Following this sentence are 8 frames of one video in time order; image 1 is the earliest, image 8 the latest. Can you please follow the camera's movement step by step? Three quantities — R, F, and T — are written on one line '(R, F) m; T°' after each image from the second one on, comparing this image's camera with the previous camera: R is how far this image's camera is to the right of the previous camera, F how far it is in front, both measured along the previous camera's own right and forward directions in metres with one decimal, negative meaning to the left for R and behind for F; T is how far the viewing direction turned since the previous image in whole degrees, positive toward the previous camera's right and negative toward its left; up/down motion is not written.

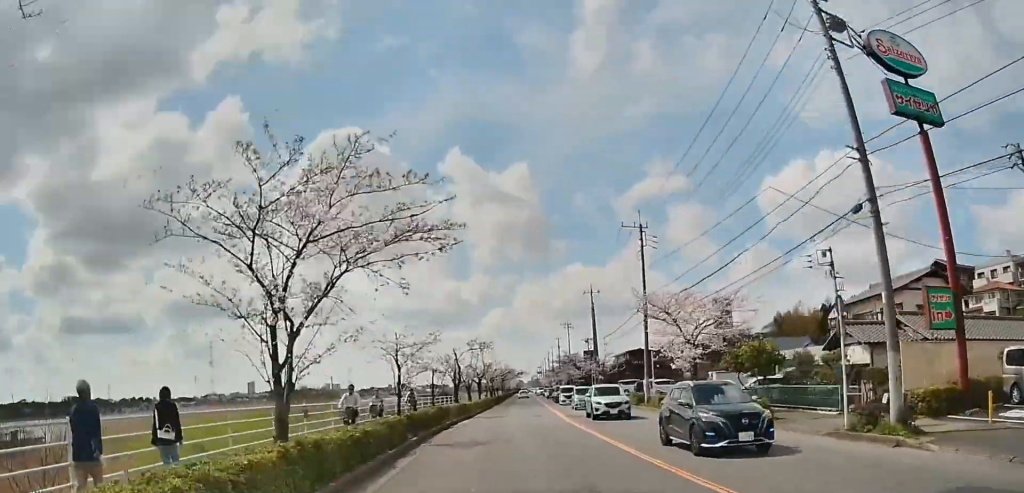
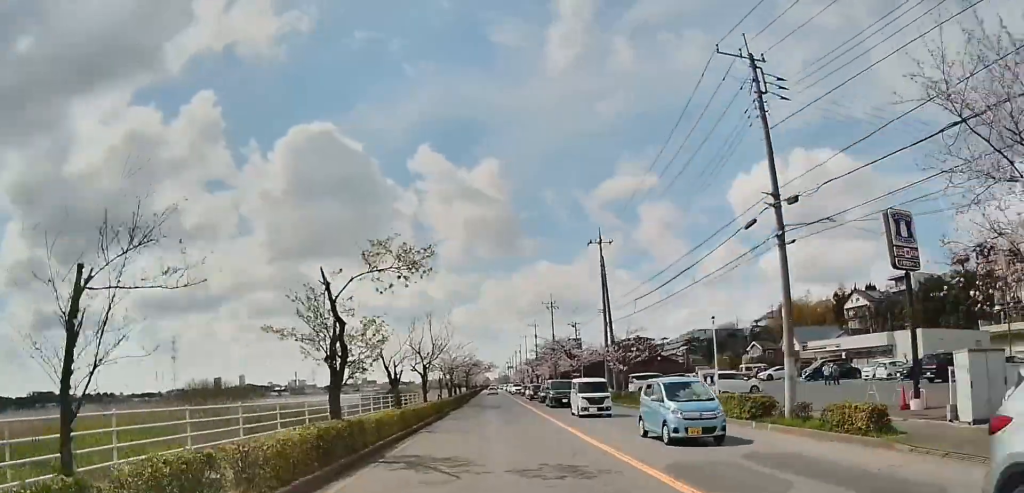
(-1.0, +17.3) m; -6°
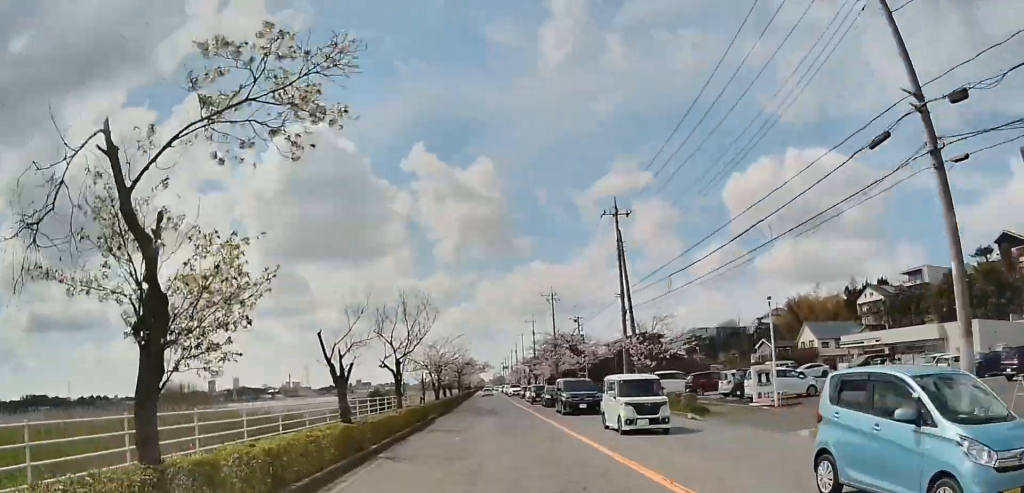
(0.0, +6.4) m; 0°
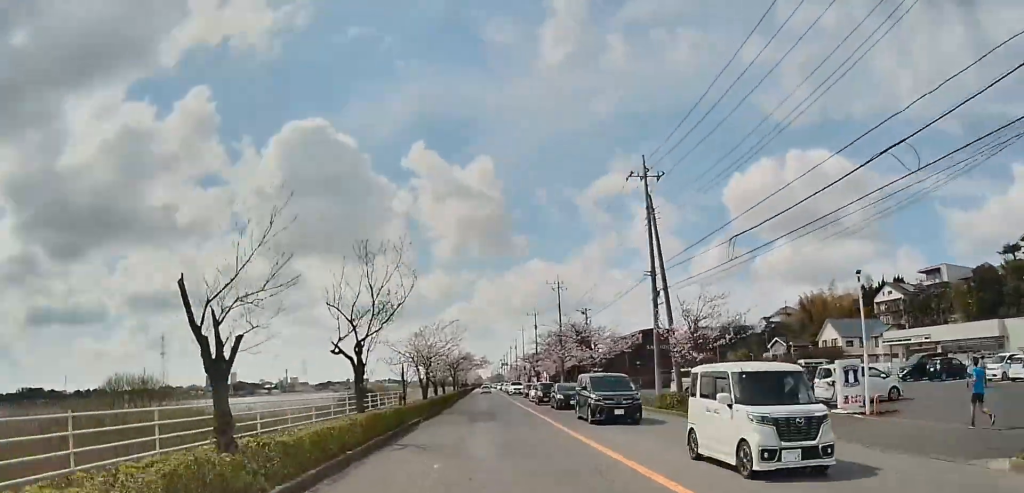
(0.0, +6.0) m; 0°
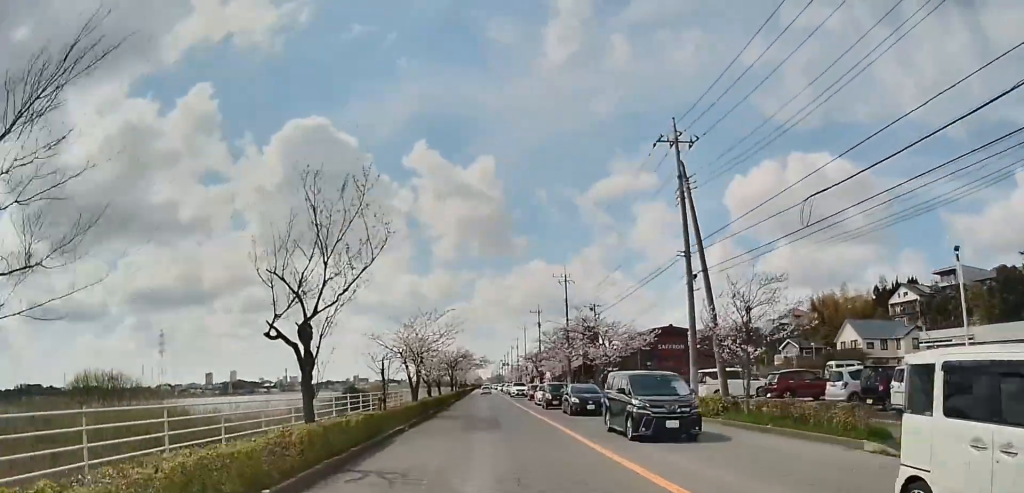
(0.0, +4.6) m; 0°
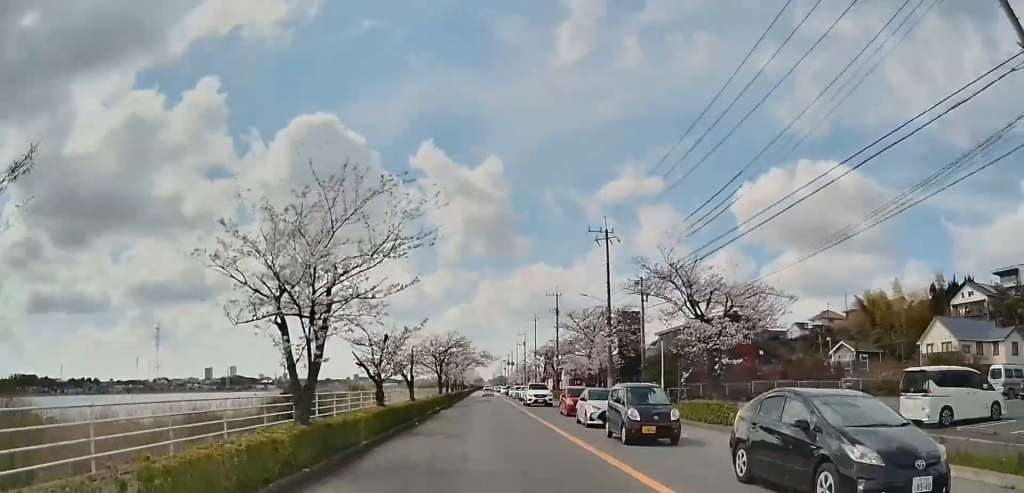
(0.0, +17.4) m; 0°
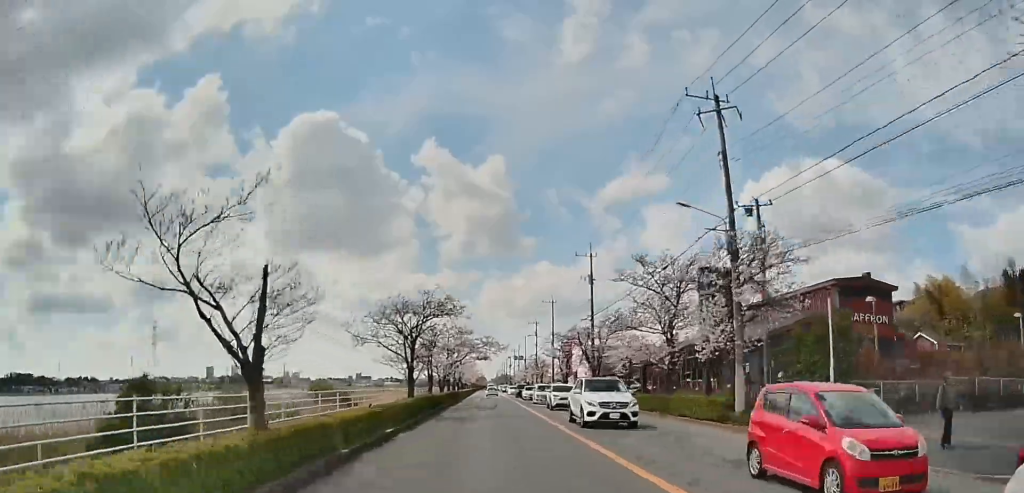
(0.0, +19.6) m; 0°
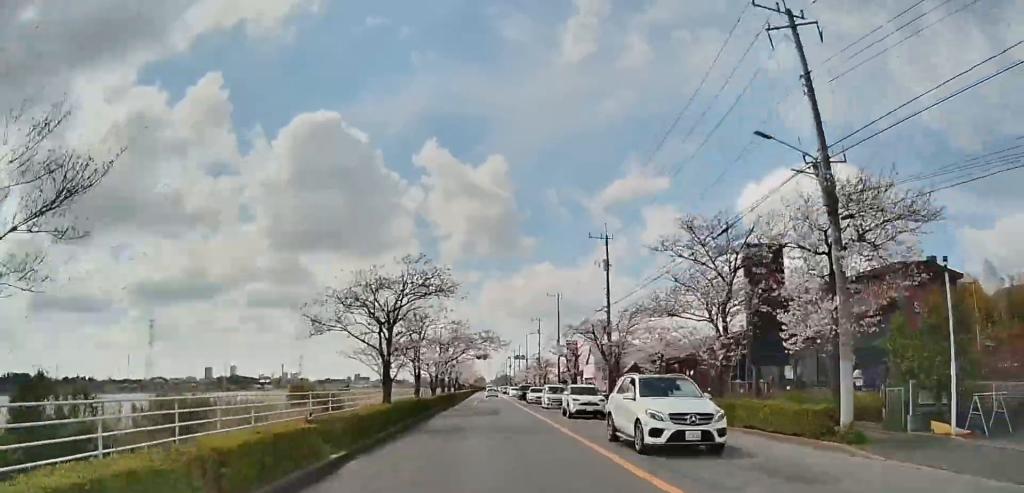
(0.0, +6.2) m; 0°
